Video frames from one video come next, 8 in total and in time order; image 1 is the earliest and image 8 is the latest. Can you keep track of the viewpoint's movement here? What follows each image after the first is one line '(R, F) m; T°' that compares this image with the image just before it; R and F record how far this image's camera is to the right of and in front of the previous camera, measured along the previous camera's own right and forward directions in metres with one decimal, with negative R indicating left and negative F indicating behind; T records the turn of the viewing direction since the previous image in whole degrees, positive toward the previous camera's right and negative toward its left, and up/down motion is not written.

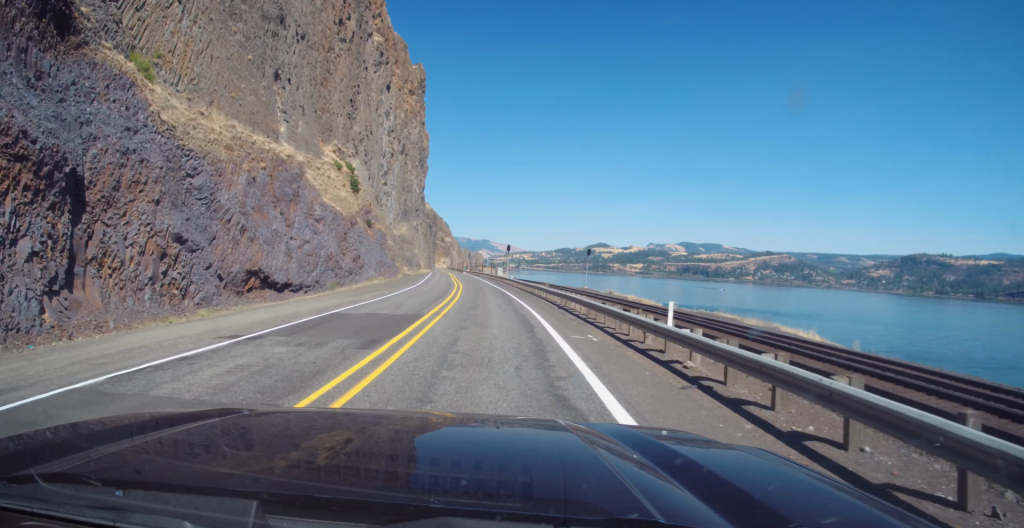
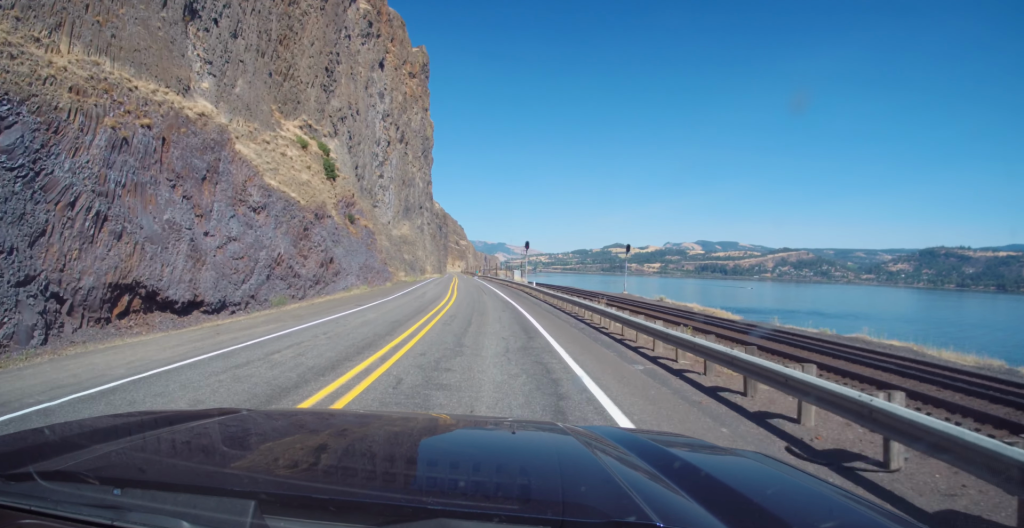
(-0.3, +23.9) m; -1°
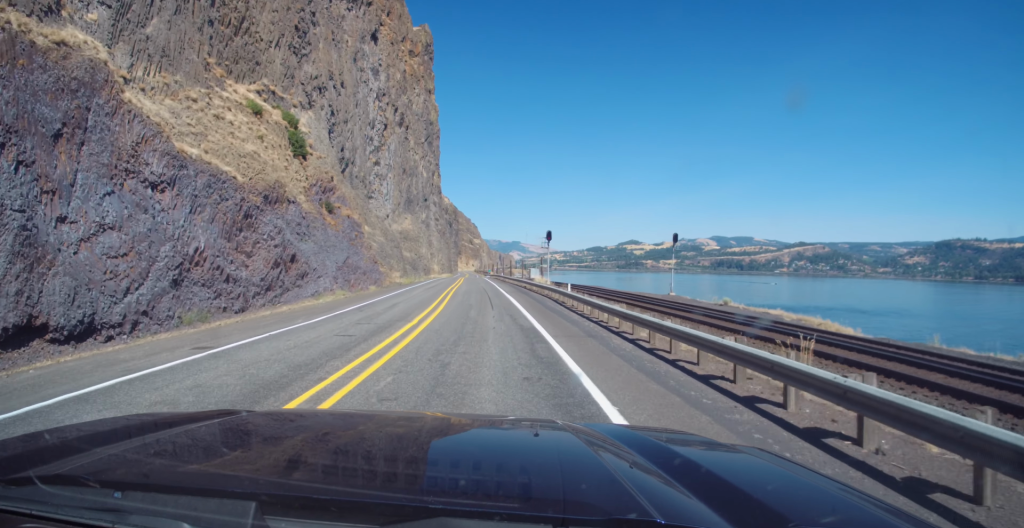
(+0.1, +18.3) m; -1°
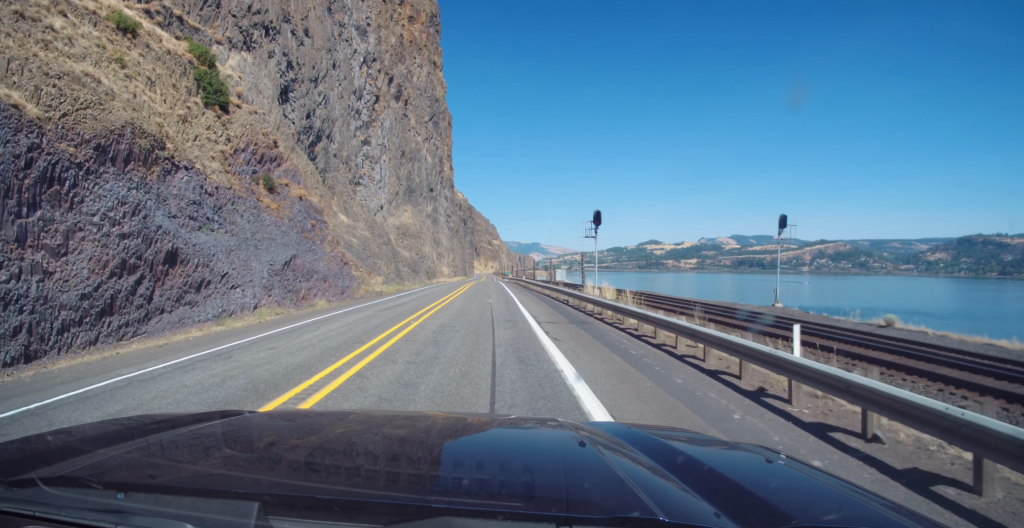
(-0.4, +24.6) m; -2°
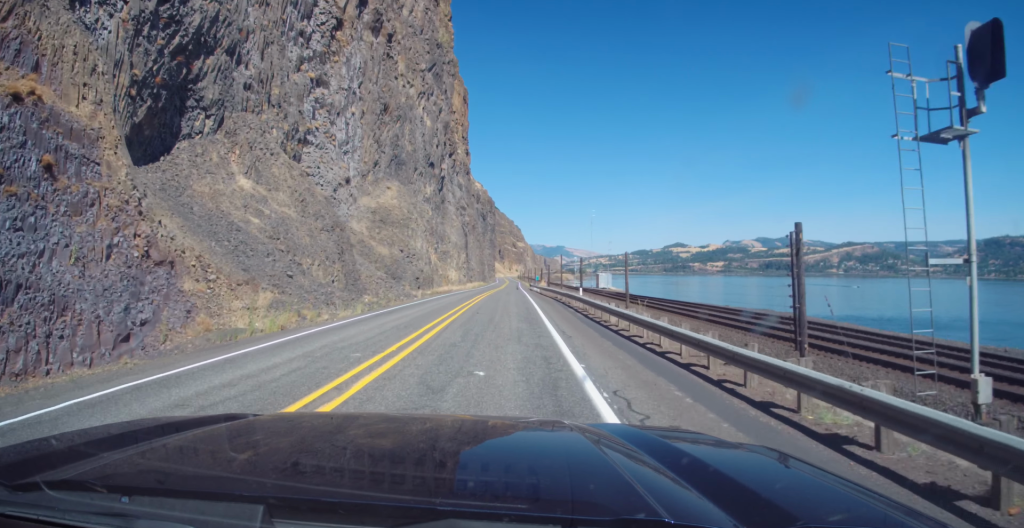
(-0.7, +36.2) m; -1°
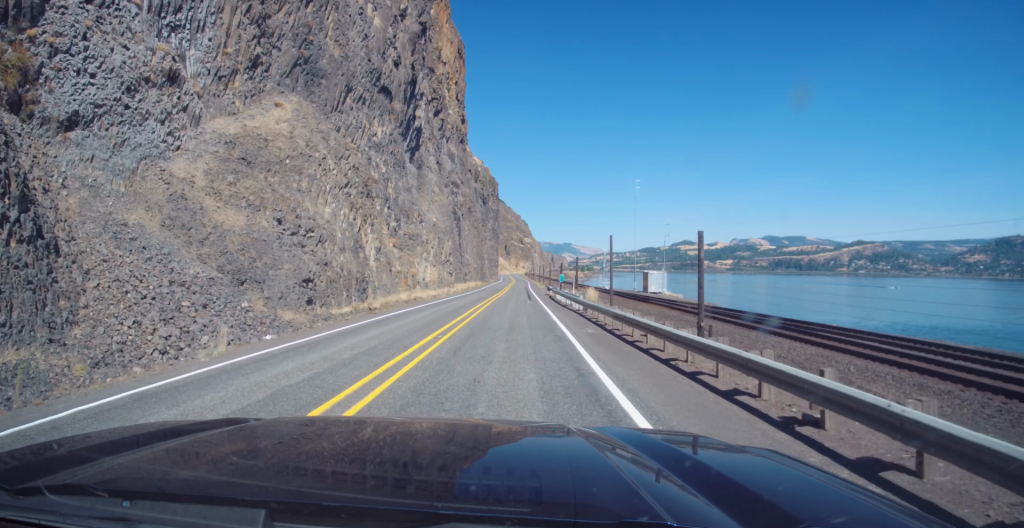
(0.0, +38.6) m; -1°
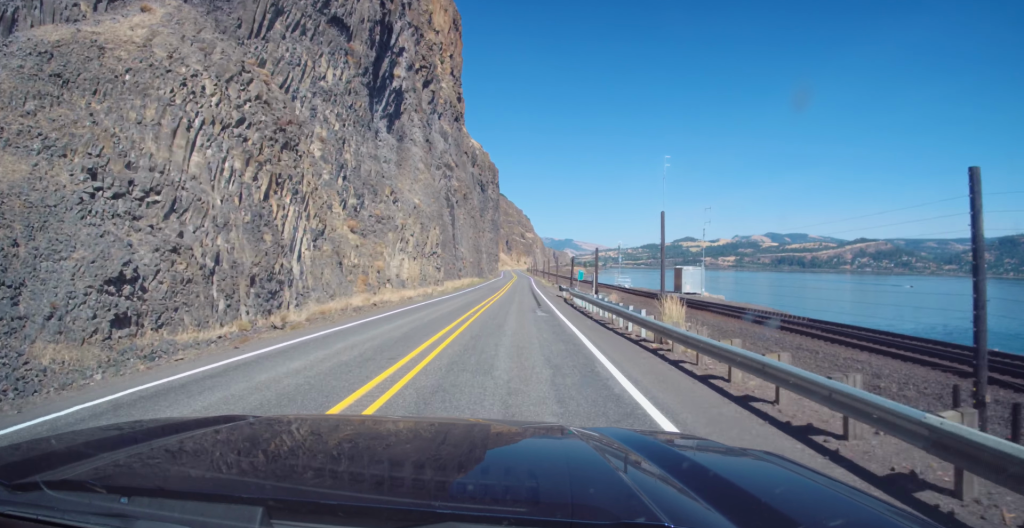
(-0.2, +16.3) m; -1°
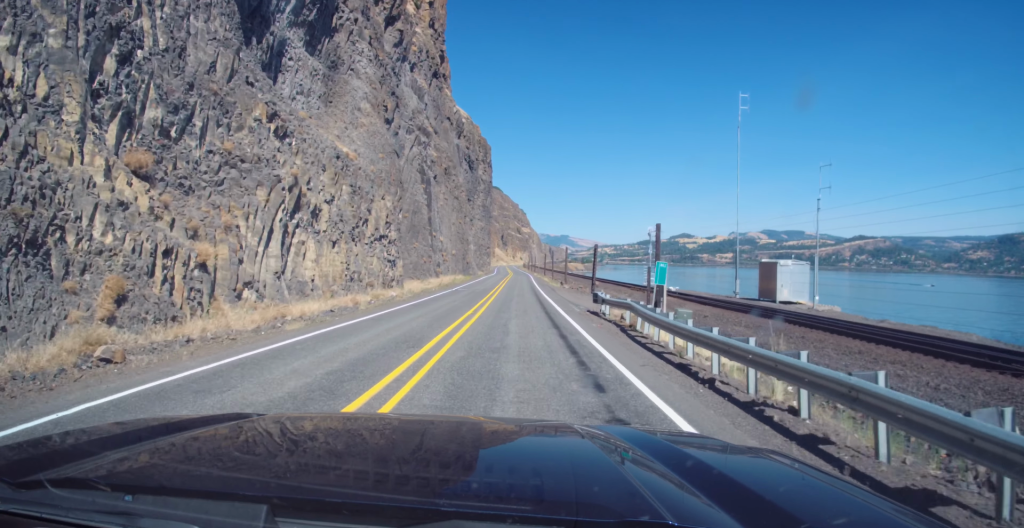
(-0.3, +25.4) m; 0°
